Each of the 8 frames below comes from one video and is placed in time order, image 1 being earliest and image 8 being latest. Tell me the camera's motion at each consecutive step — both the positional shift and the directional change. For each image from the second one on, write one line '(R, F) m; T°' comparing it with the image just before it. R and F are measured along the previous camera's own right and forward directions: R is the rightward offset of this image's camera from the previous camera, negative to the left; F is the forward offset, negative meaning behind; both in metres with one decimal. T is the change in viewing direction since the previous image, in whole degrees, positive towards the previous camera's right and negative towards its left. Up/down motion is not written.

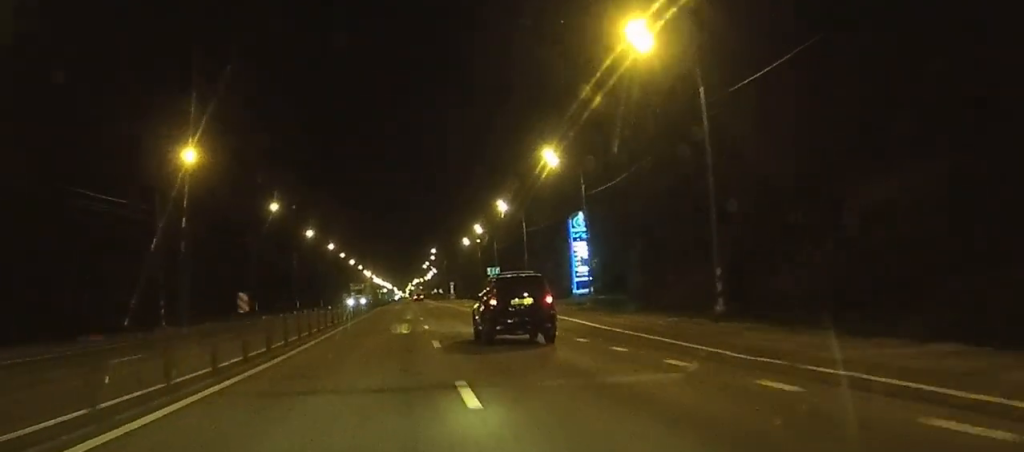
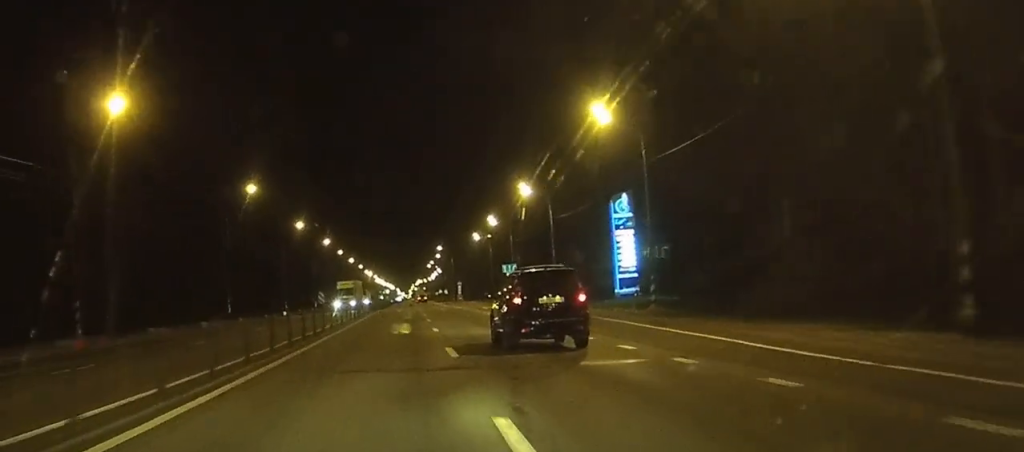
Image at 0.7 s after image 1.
(0.0, +16.1) m; 0°
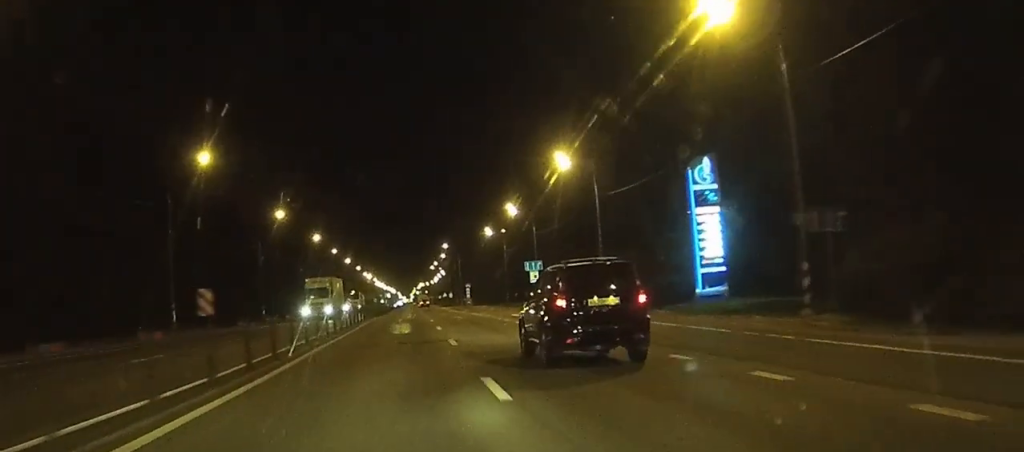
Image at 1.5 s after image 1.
(0.0, +19.5) m; 0°
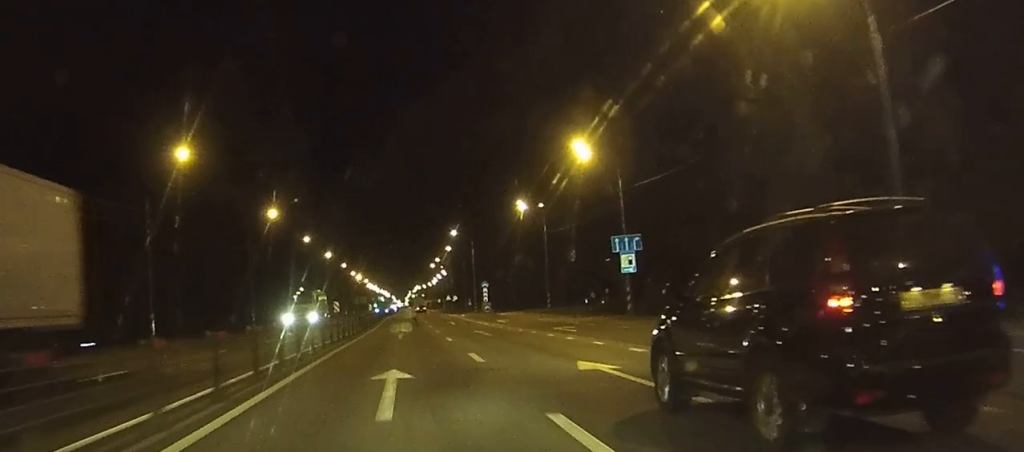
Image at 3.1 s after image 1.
(+0.1, +40.9) m; 0°
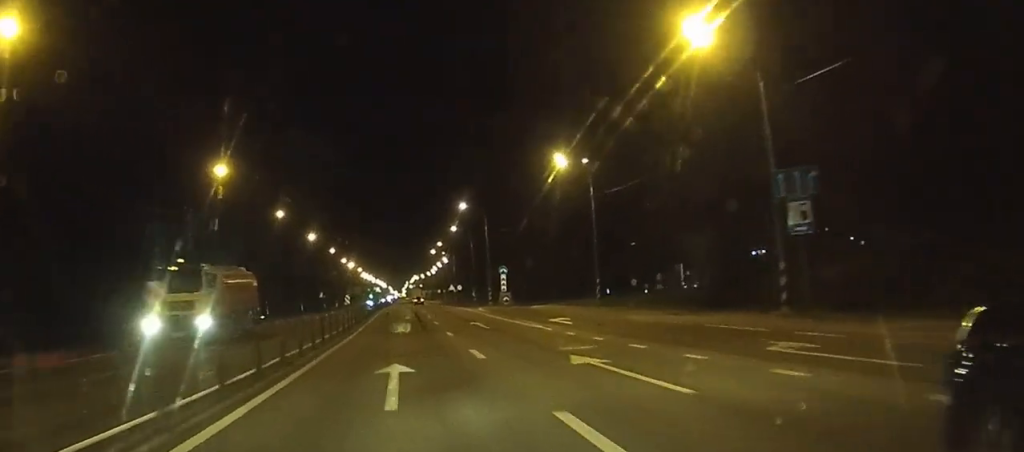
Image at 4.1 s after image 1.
(0.0, +24.4) m; 0°
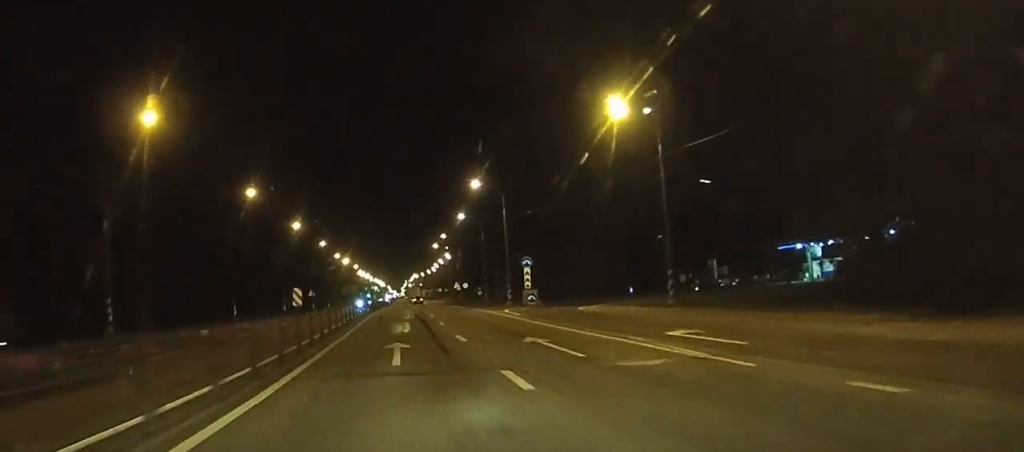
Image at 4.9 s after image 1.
(0.0, +18.5) m; 0°
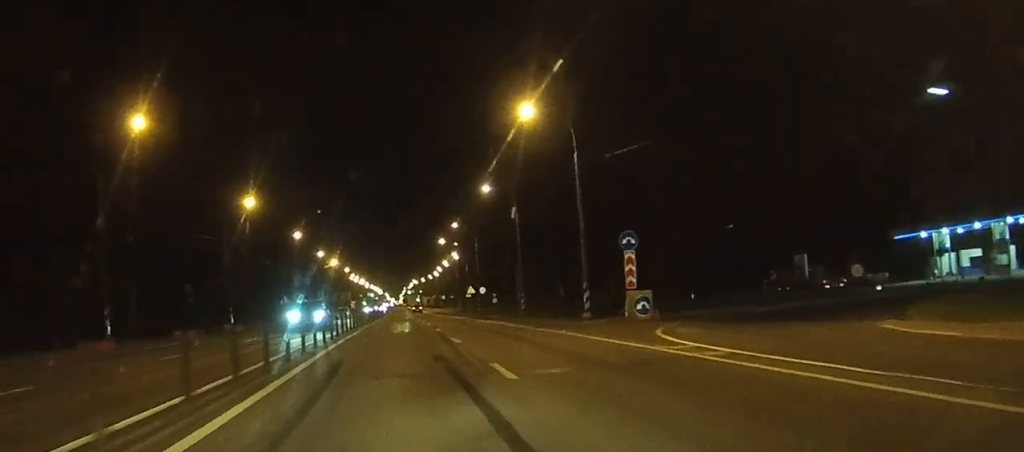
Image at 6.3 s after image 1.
(+0.2, +33.7) m; 0°
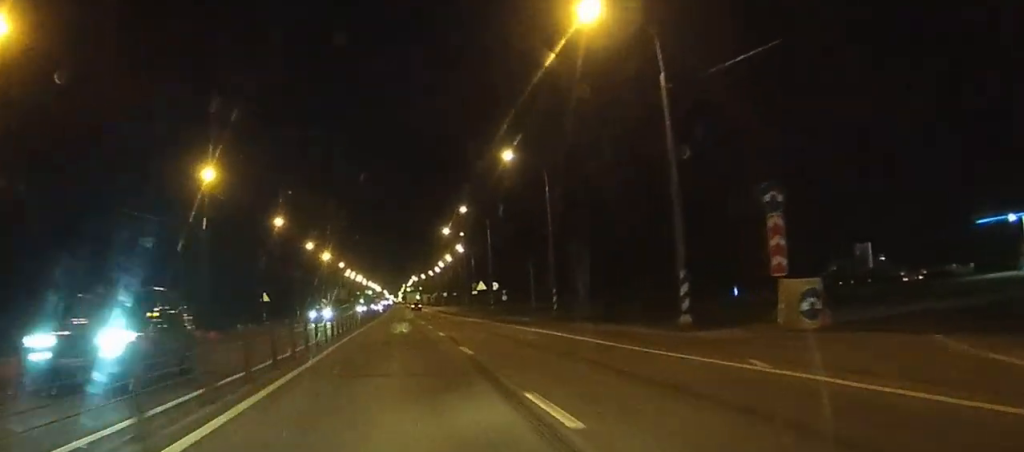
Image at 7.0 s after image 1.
(0.0, +15.7) m; 0°
